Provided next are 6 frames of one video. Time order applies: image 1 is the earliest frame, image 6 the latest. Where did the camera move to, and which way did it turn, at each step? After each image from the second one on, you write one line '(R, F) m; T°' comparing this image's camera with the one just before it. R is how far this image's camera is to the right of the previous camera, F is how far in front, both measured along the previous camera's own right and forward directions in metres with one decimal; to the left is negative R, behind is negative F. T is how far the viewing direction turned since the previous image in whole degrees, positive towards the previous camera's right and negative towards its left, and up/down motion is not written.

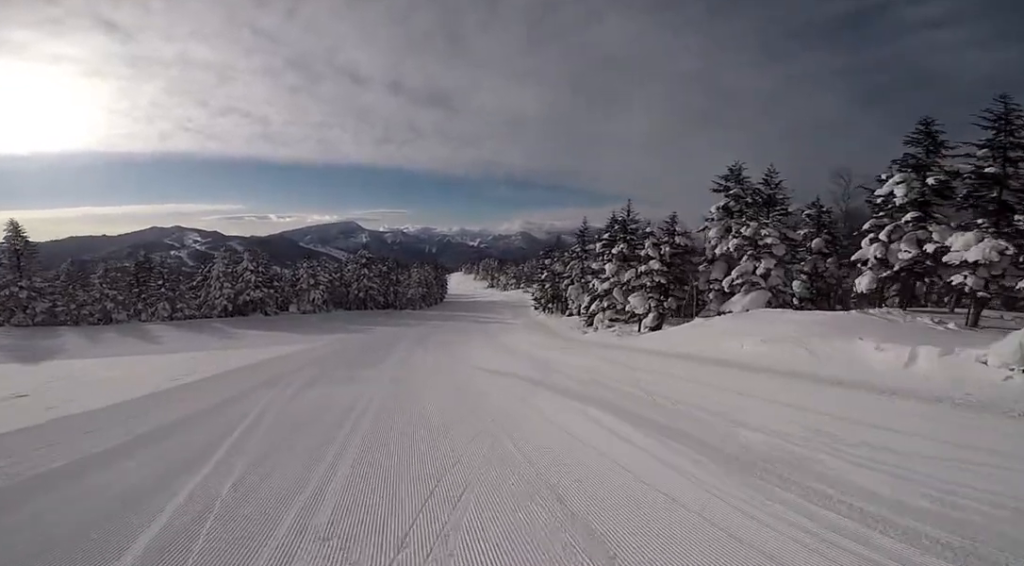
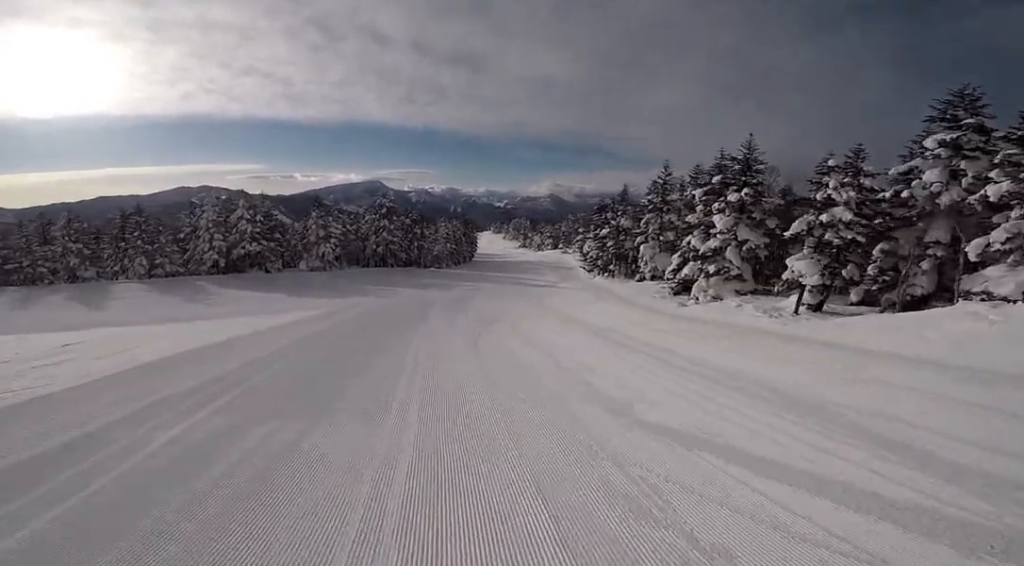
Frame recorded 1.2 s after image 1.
(0.0, +10.6) m; +2°
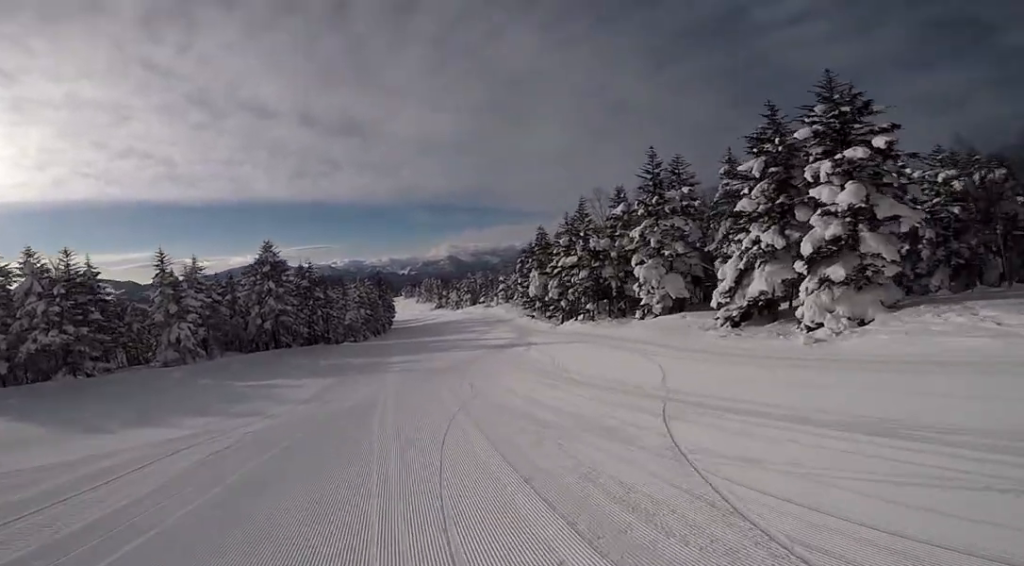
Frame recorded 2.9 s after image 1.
(+1.6, +14.8) m; +12°
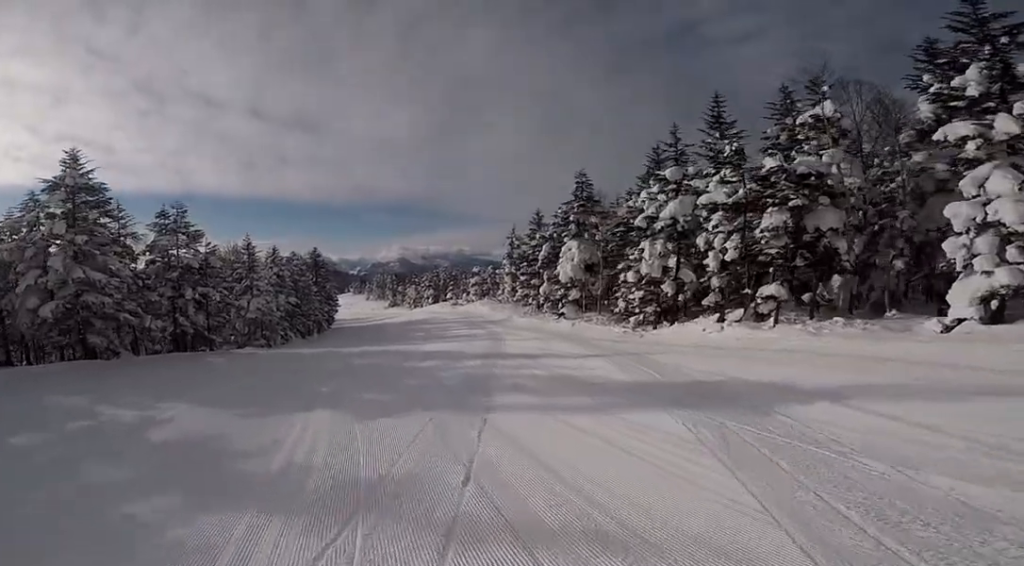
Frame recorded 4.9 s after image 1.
(+0.4, +19.5) m; +1°
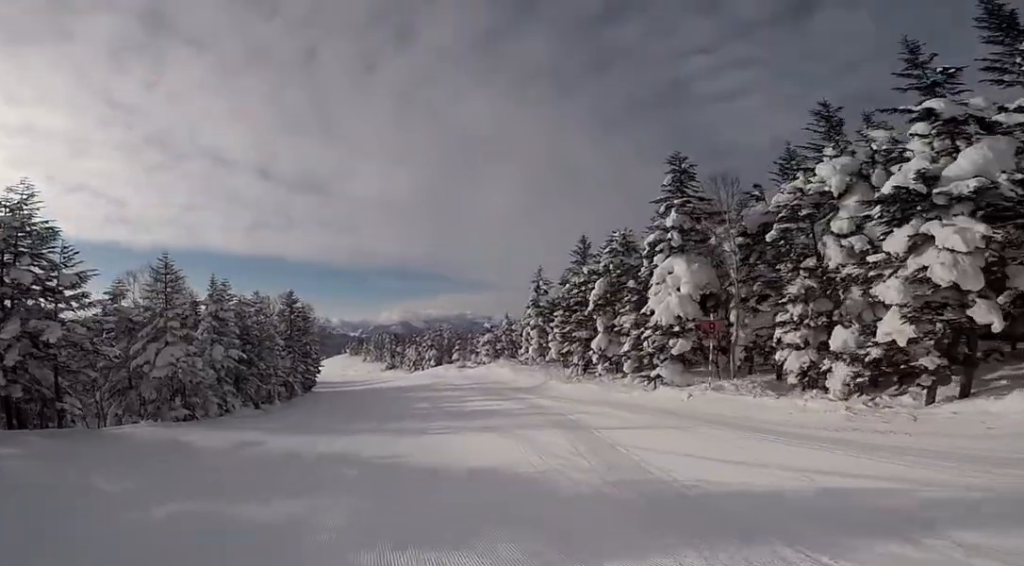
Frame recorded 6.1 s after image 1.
(0.0, +11.0) m; -7°
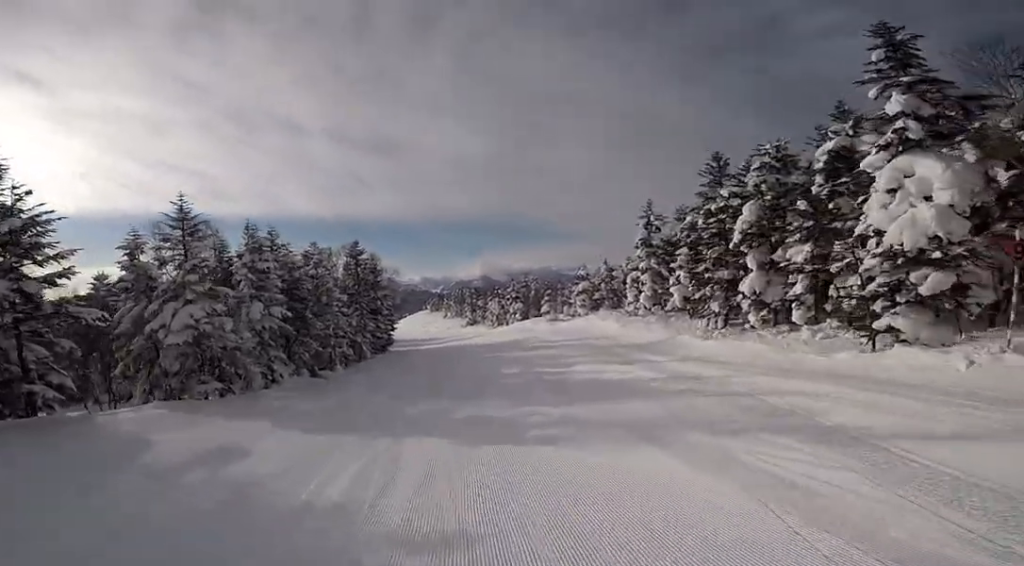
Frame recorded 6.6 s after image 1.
(-0.7, +5.4) m; 0°
